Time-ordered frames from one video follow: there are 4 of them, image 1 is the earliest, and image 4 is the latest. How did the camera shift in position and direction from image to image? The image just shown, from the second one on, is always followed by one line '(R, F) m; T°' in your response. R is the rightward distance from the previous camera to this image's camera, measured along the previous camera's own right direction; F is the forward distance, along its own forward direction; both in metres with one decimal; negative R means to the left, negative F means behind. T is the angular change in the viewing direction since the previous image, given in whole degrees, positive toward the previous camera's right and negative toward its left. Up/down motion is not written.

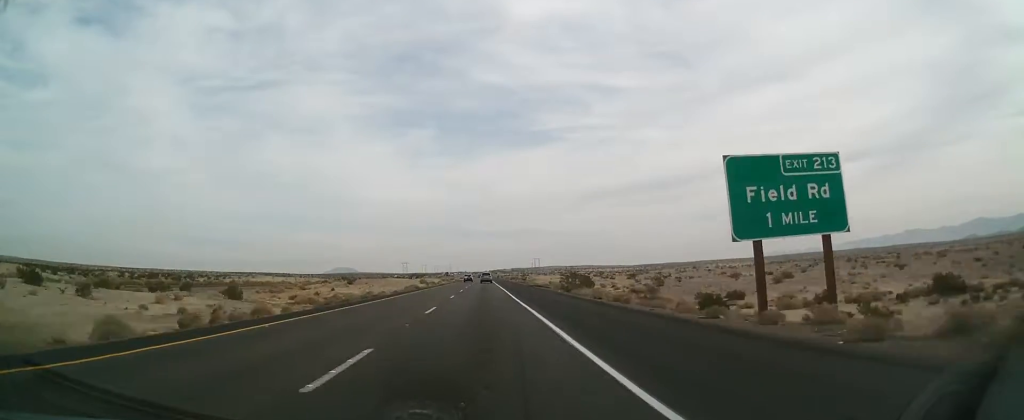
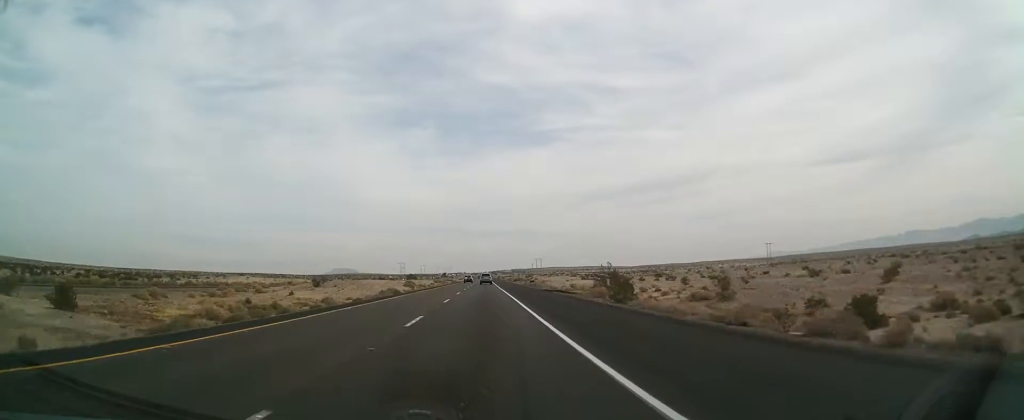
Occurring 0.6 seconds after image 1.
(-0.1, +19.8) m; 0°
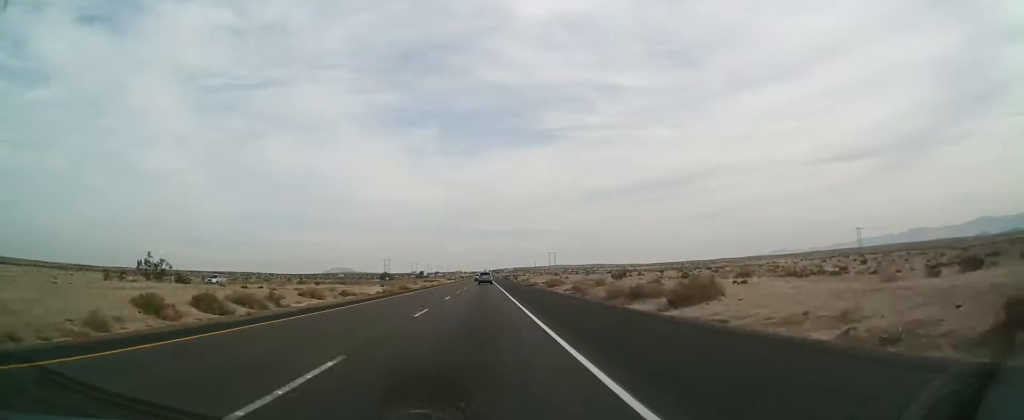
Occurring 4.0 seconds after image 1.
(+0.7, +113.4) m; 0°
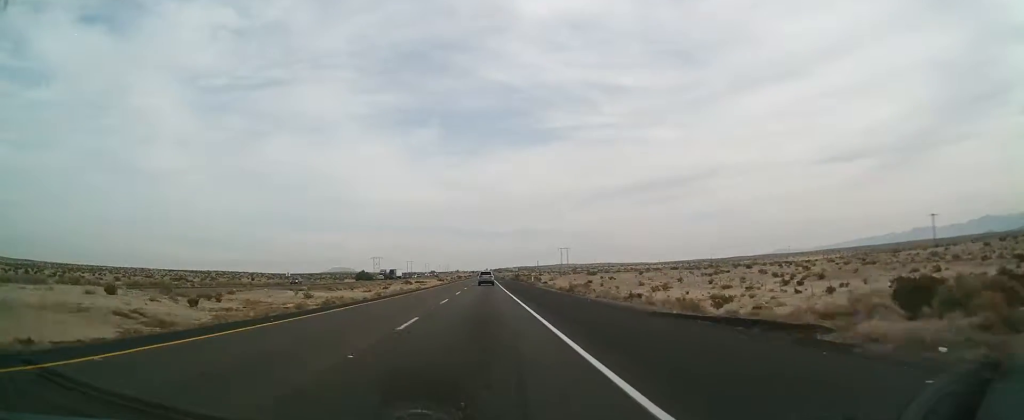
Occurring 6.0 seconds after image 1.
(-0.6, +63.5) m; 0°
